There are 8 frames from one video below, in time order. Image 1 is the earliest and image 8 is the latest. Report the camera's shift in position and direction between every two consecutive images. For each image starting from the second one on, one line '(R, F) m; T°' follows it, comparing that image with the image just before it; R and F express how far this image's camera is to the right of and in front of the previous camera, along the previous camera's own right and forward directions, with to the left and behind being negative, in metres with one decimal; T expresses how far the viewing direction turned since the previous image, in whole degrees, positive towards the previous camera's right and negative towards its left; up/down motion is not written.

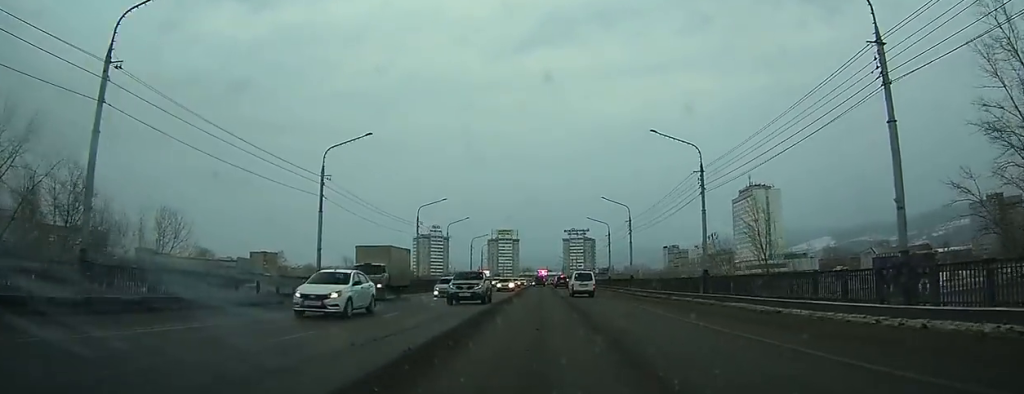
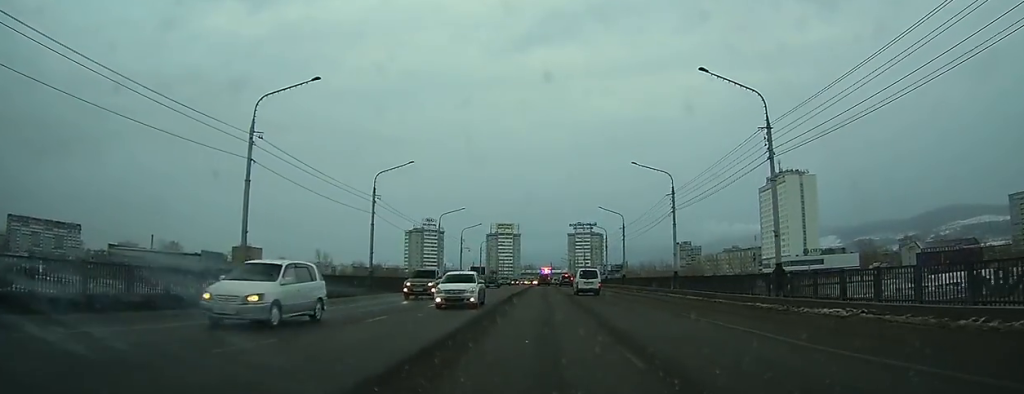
(-0.1, +42.9) m; 0°
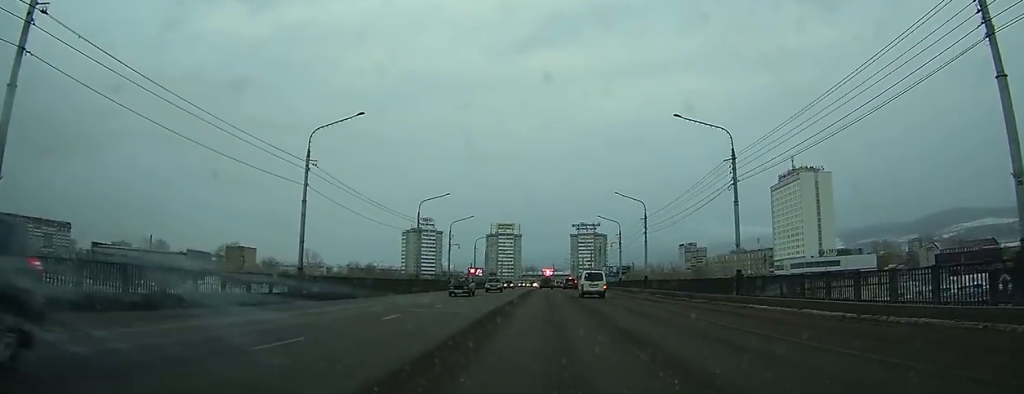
(0.0, +15.2) m; 0°
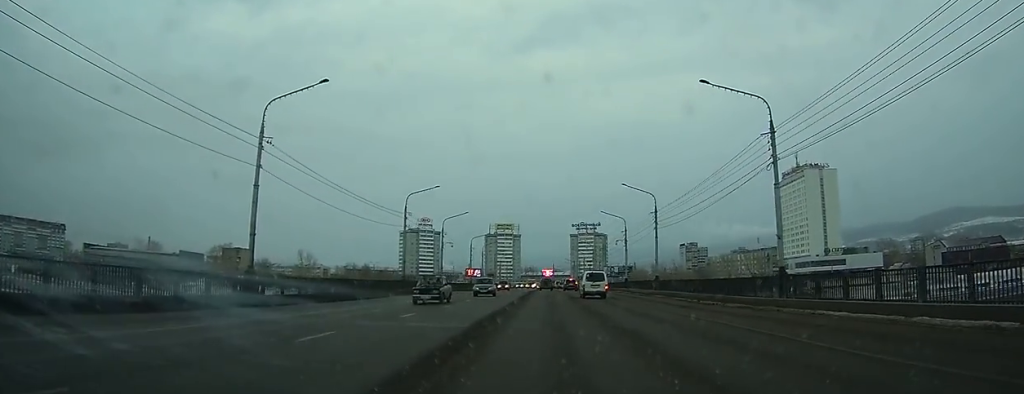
(-0.1, +6.2) m; 0°
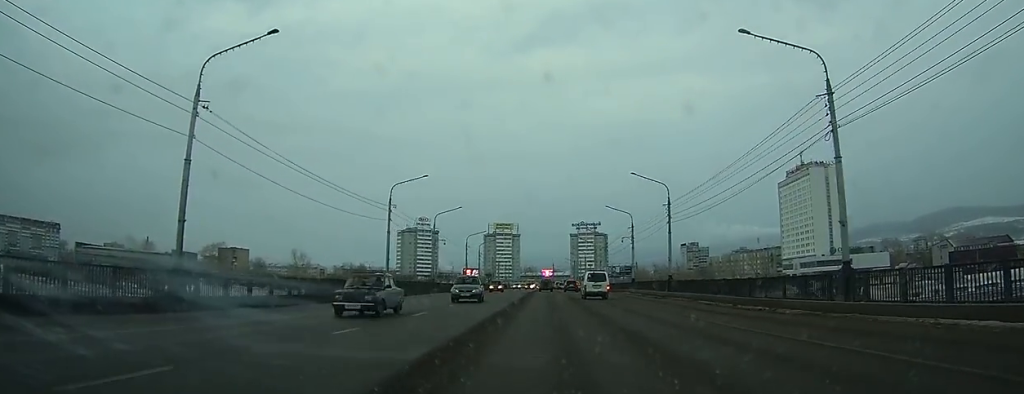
(+0.1, +6.1) m; 0°
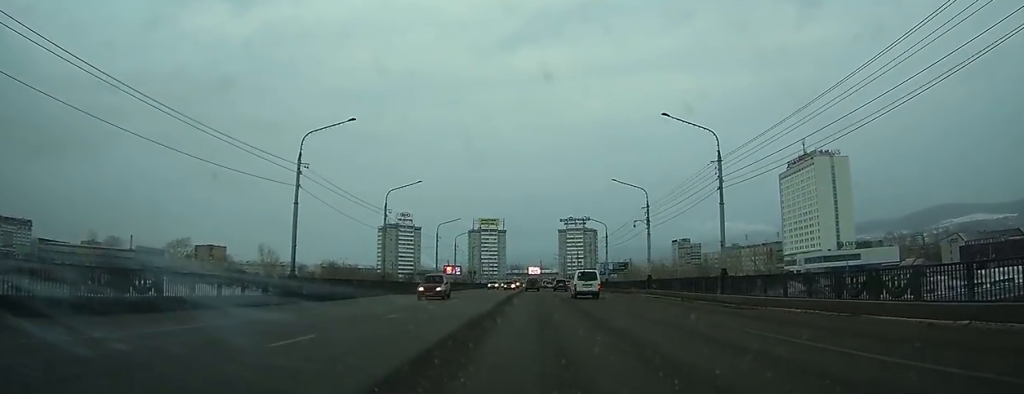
(+0.2, +18.3) m; +1°
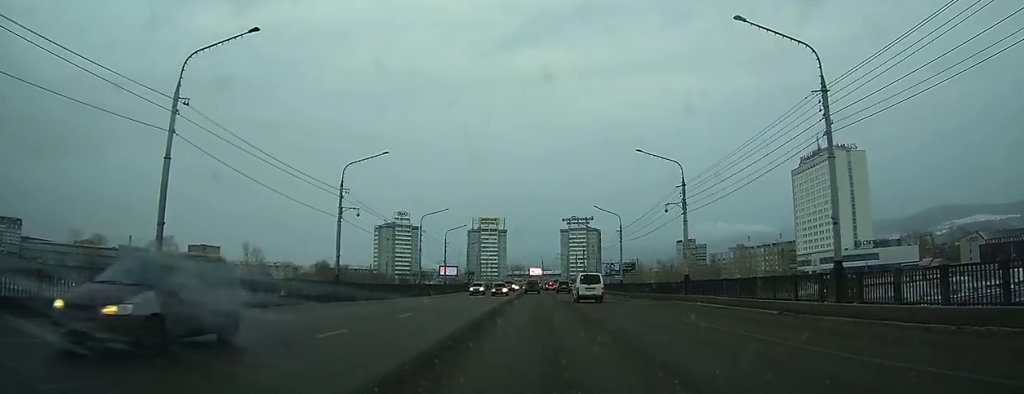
(0.0, +13.4) m; 0°
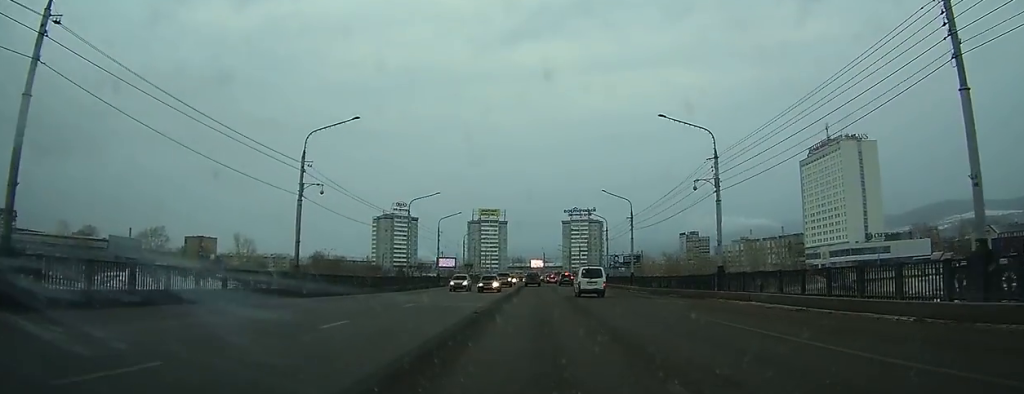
(0.0, +7.8) m; 0°
